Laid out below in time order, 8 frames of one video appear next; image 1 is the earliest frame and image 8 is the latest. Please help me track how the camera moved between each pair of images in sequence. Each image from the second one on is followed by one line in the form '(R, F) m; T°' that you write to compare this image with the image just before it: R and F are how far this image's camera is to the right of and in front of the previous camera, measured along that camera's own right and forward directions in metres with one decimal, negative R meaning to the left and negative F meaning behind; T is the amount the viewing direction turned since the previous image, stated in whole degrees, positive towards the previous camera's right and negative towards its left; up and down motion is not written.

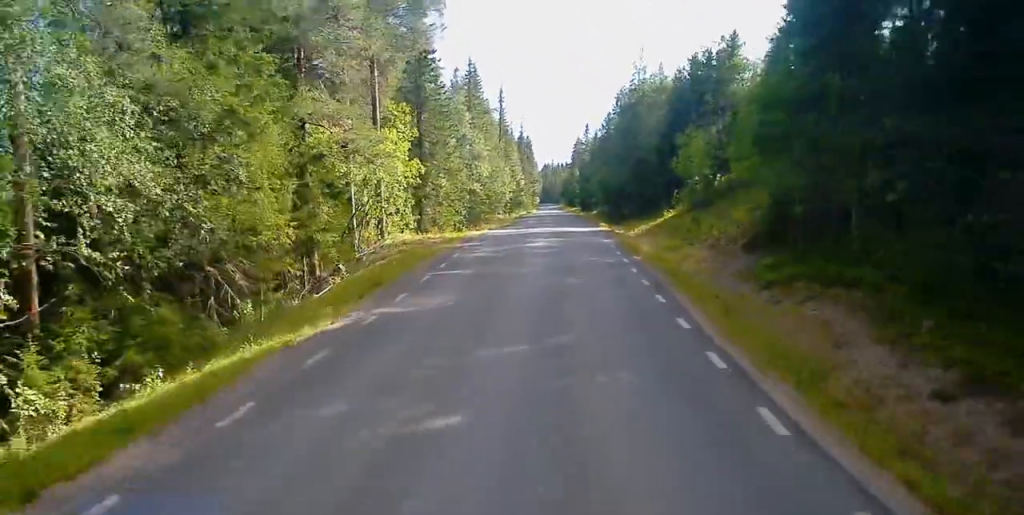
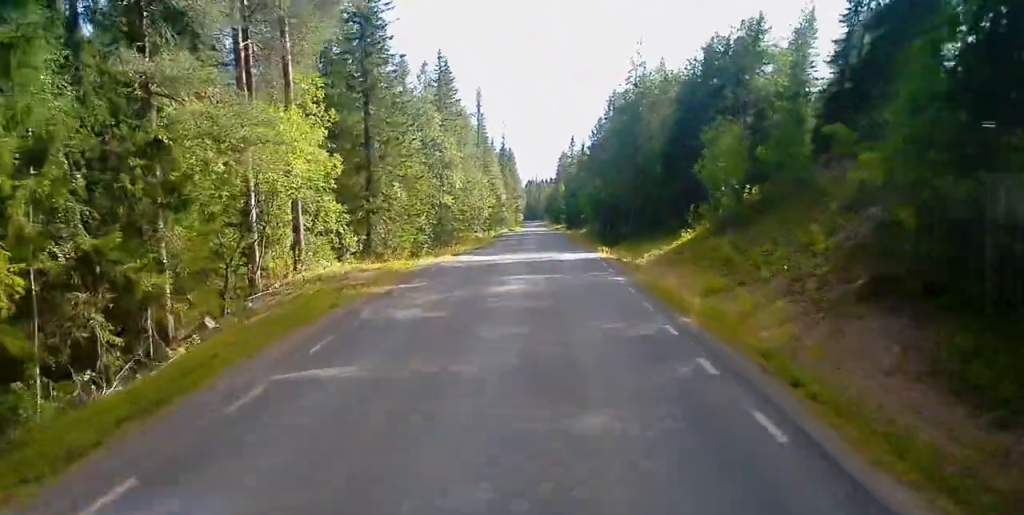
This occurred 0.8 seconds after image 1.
(0.0, +11.7) m; 0°
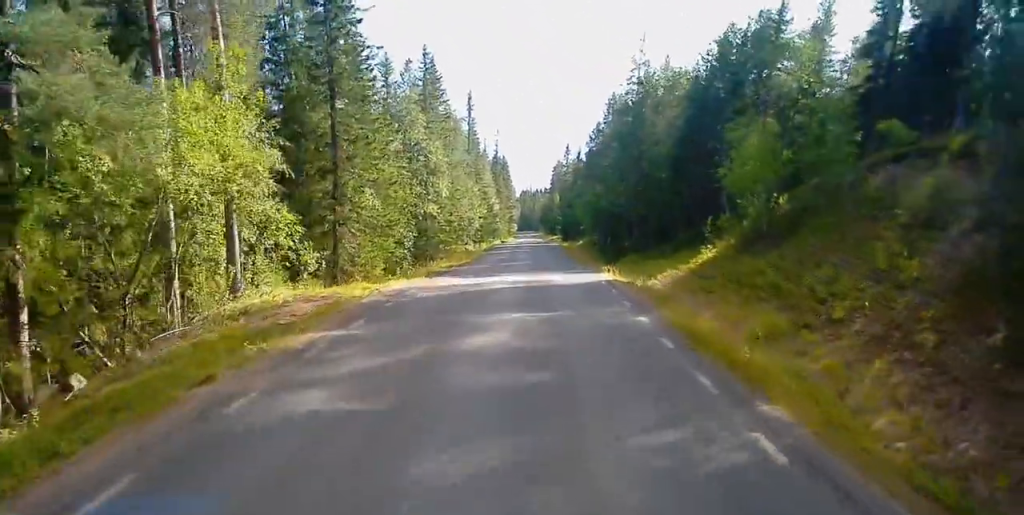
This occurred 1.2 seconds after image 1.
(0.0, +6.0) m; 0°
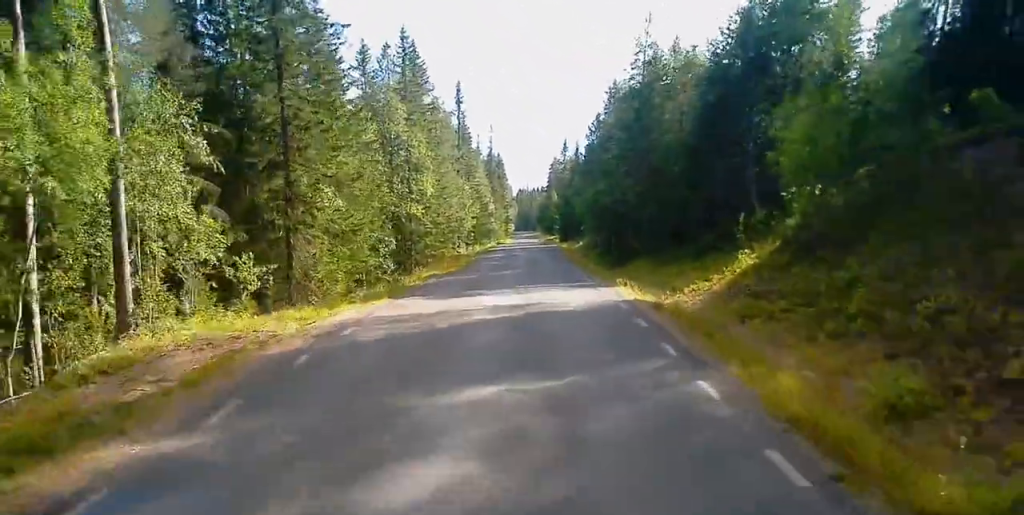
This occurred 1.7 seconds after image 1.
(0.0, +6.5) m; 0°
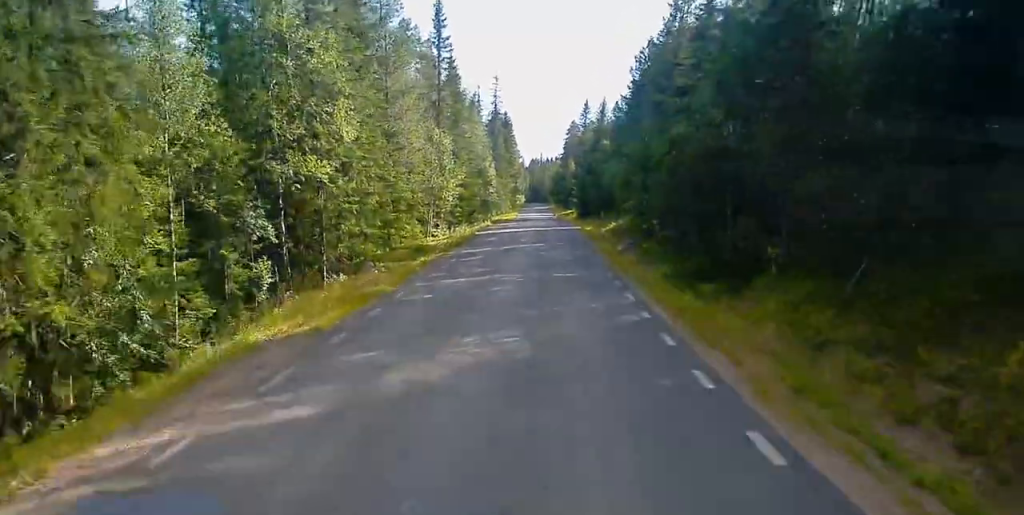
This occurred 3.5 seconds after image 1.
(-0.3, +26.3) m; -1°
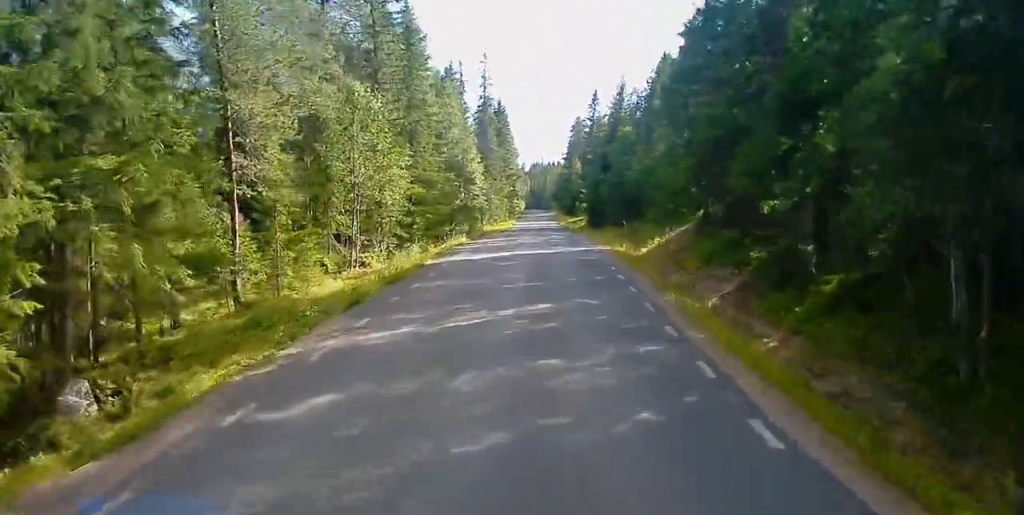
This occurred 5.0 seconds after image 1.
(-0.2, +23.0) m; +1°
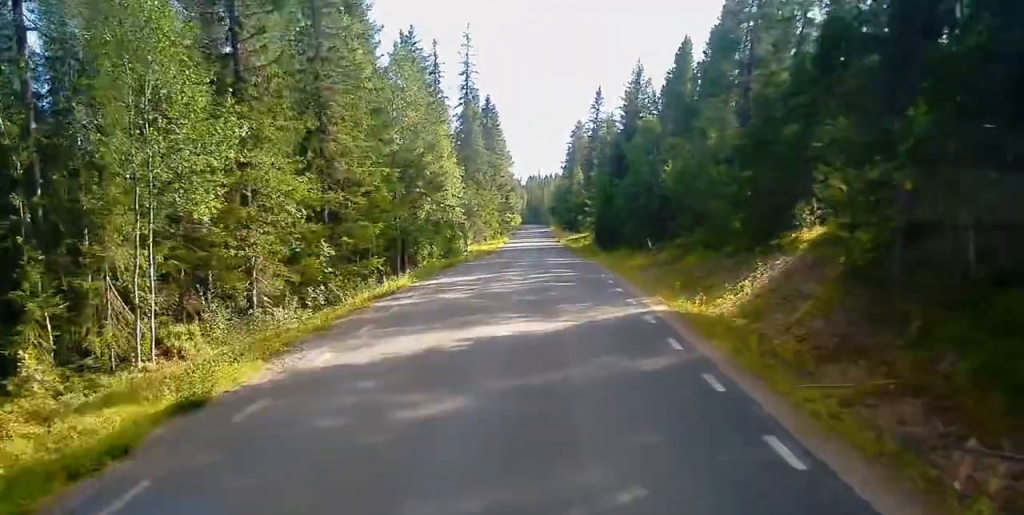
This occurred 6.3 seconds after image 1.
(+0.5, +18.1) m; +2°
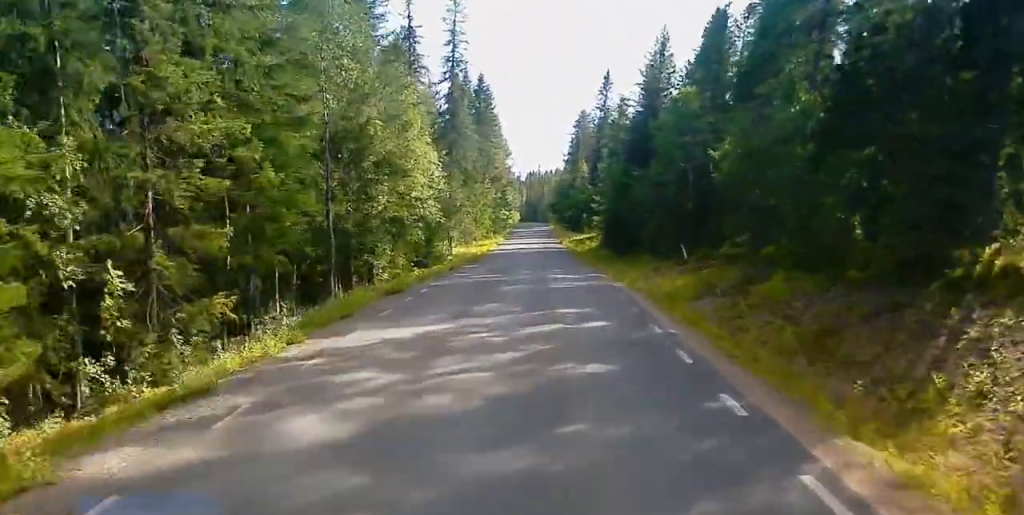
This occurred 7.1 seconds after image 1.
(0.0, +13.0) m; 0°
